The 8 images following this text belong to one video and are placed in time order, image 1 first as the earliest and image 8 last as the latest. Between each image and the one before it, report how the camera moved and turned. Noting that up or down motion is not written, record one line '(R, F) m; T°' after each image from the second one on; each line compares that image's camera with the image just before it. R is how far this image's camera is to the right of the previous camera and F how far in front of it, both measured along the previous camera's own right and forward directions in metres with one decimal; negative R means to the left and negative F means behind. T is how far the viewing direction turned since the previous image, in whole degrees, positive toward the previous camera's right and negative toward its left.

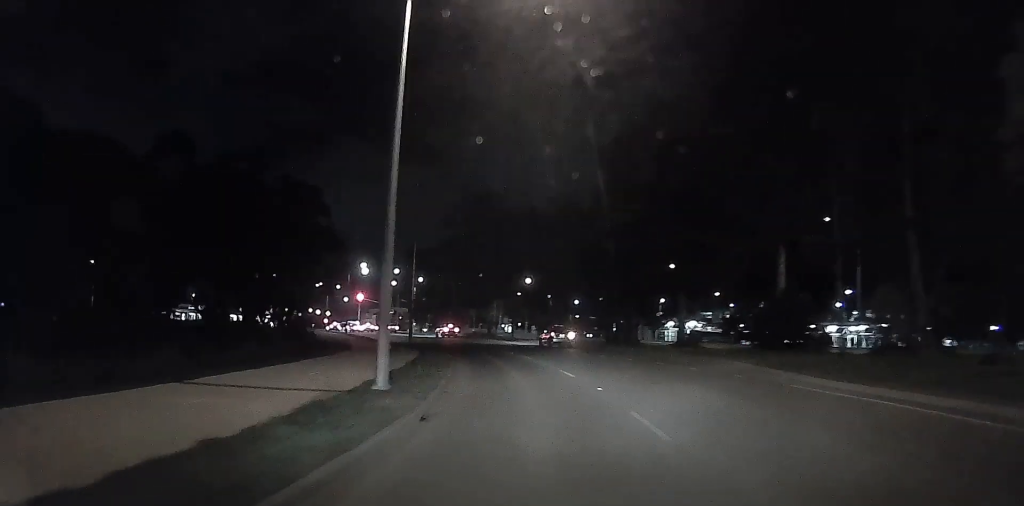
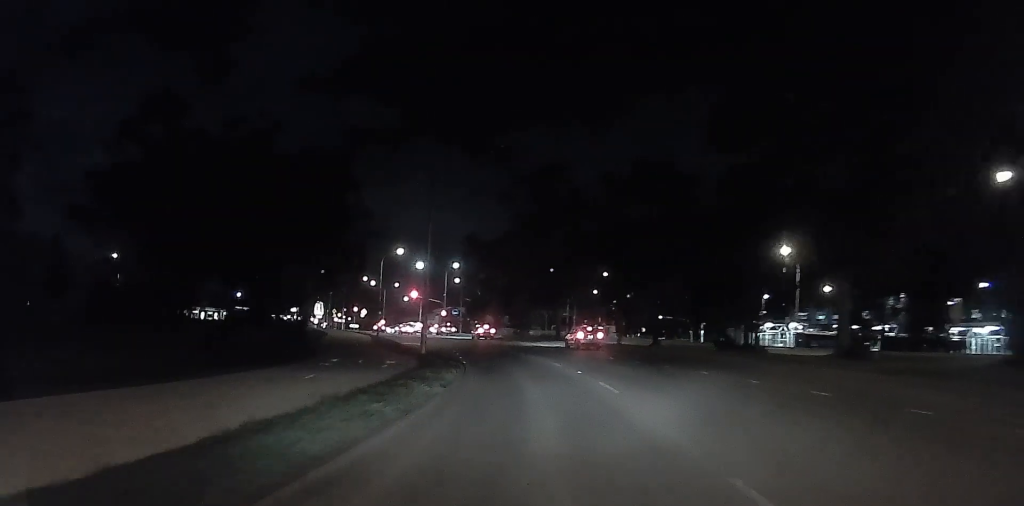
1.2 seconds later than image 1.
(0.0, +13.5) m; 0°
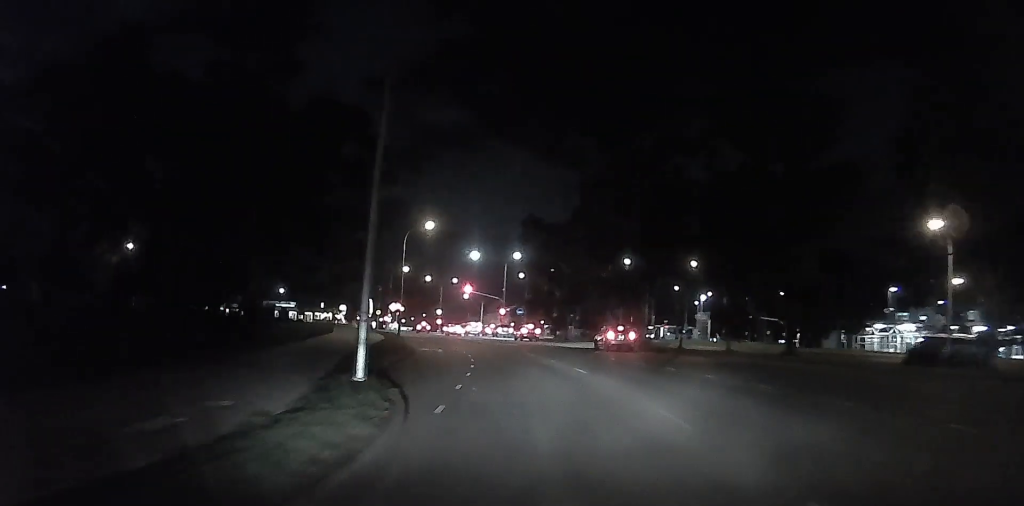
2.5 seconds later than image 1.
(0.0, +13.0) m; 0°
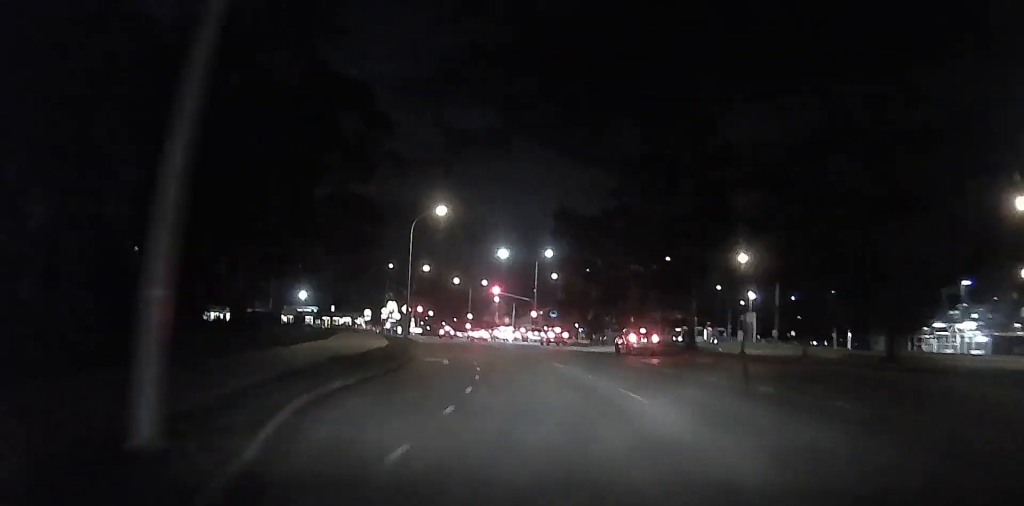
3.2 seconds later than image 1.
(0.0, +5.7) m; -1°
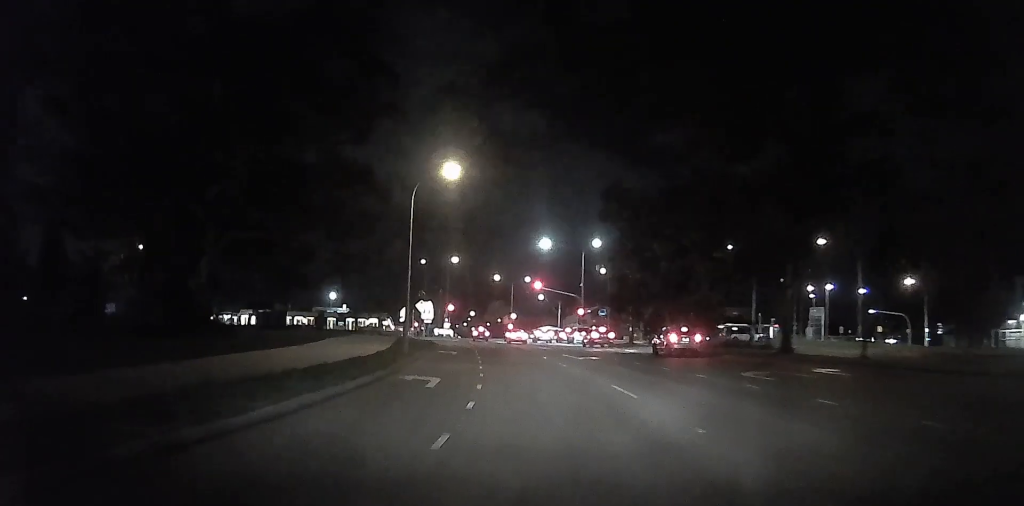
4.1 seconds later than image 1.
(-0.1, +7.6) m; -10°
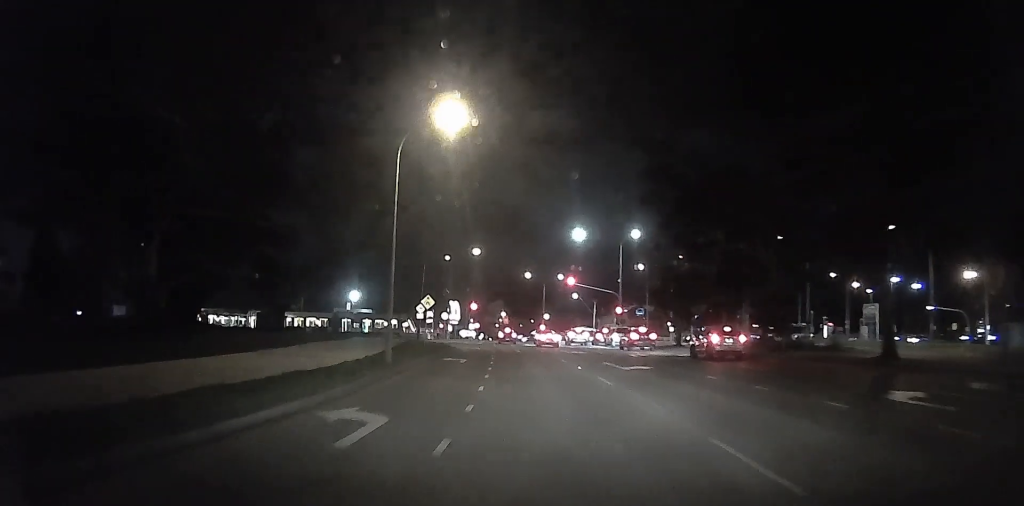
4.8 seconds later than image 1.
(-0.3, +5.2) m; -9°
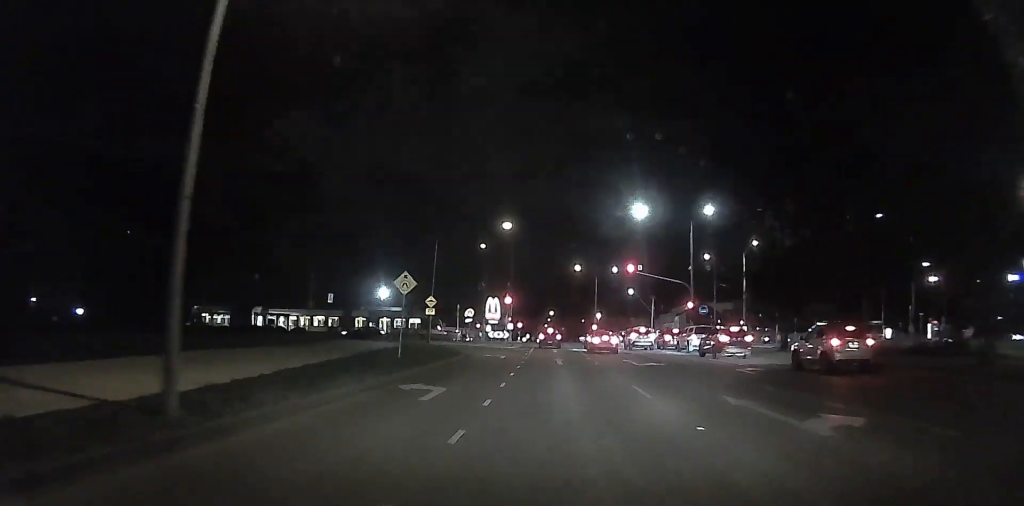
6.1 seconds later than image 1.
(-0.8, +8.8) m; -3°
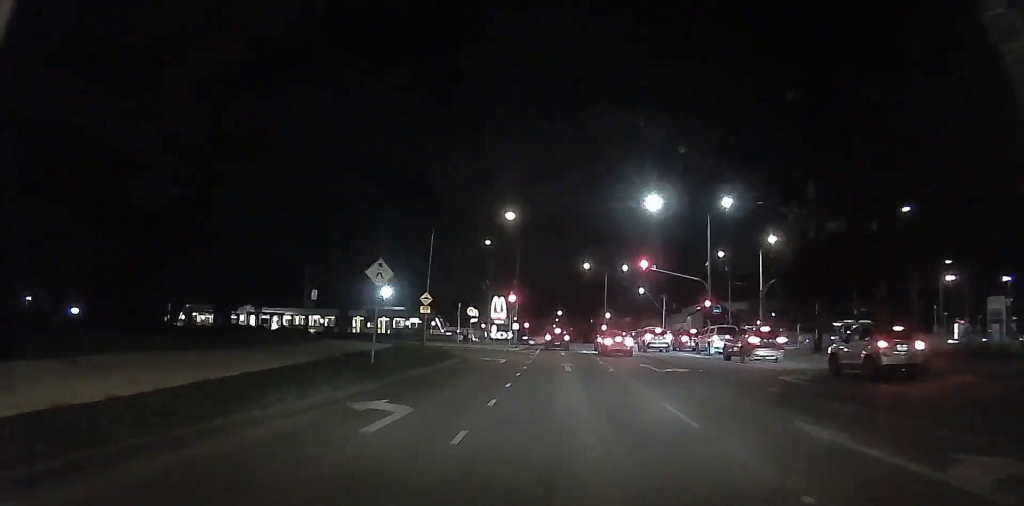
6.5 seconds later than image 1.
(+0.3, +2.2) m; +1°
